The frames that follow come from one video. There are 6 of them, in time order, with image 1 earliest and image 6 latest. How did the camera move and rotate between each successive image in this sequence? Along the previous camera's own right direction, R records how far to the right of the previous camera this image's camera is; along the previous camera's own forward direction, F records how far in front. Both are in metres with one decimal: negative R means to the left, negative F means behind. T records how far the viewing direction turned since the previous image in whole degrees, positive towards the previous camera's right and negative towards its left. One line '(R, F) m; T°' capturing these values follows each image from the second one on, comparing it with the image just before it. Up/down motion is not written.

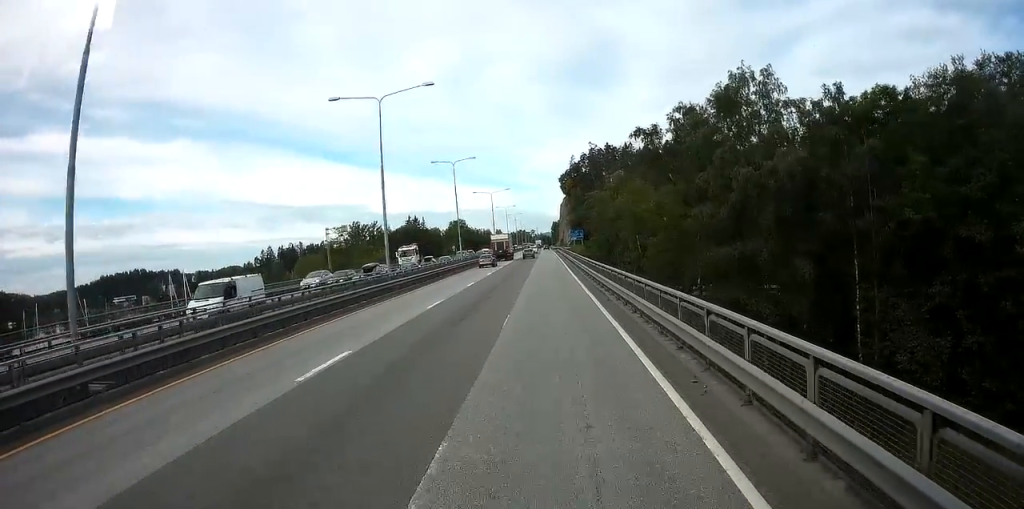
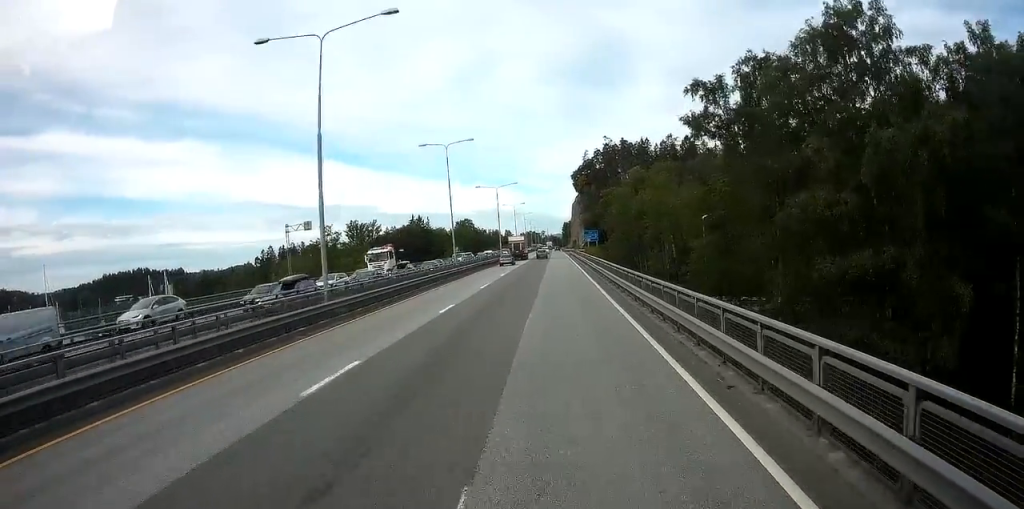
(-0.1, +13.2) m; -1°
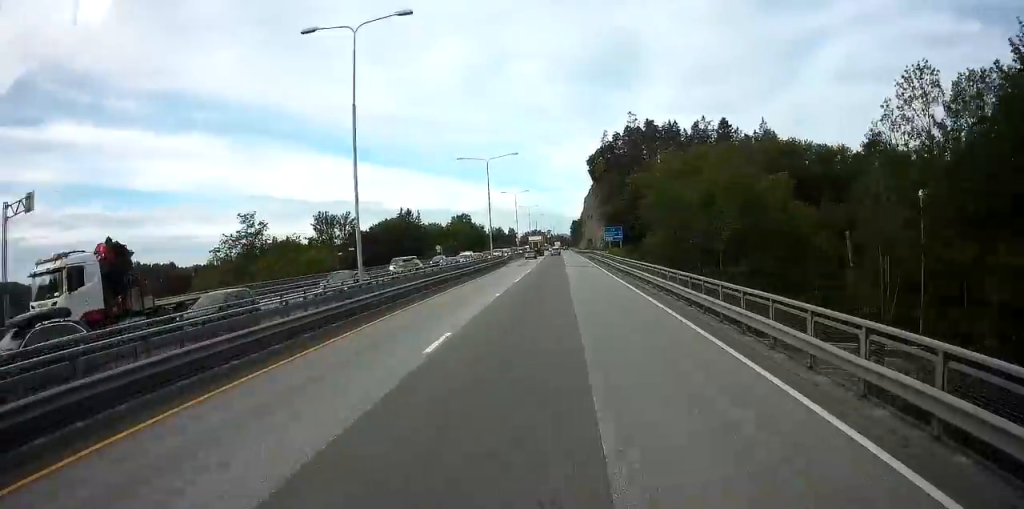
(-0.1, +33.1) m; 0°
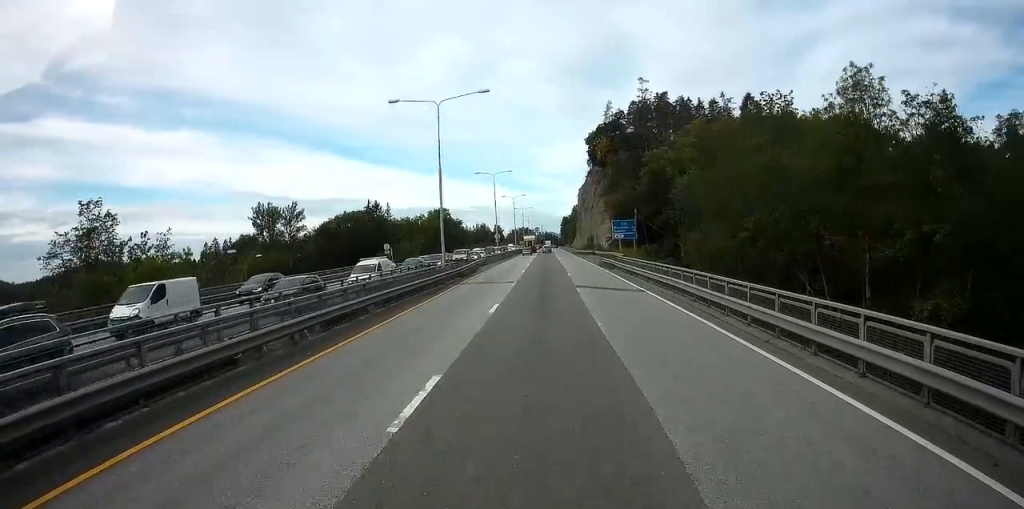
(0.0, +29.0) m; +1°
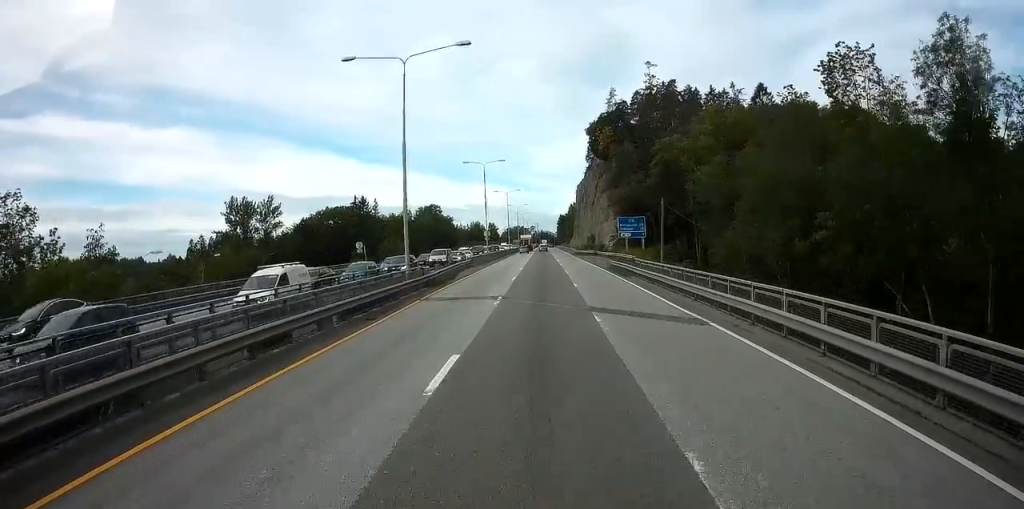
(+0.1, +10.4) m; +1°
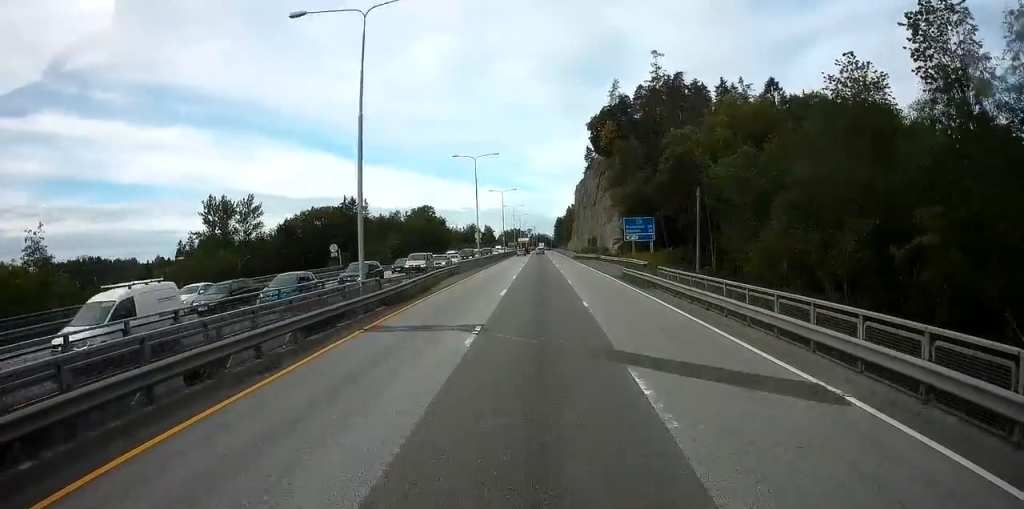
(+0.1, +7.8) m; +1°
